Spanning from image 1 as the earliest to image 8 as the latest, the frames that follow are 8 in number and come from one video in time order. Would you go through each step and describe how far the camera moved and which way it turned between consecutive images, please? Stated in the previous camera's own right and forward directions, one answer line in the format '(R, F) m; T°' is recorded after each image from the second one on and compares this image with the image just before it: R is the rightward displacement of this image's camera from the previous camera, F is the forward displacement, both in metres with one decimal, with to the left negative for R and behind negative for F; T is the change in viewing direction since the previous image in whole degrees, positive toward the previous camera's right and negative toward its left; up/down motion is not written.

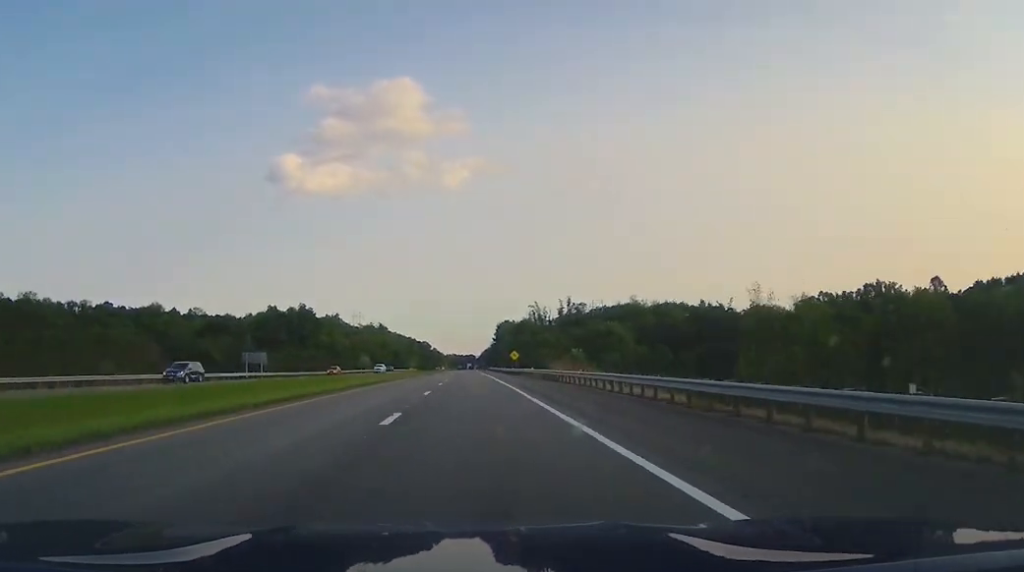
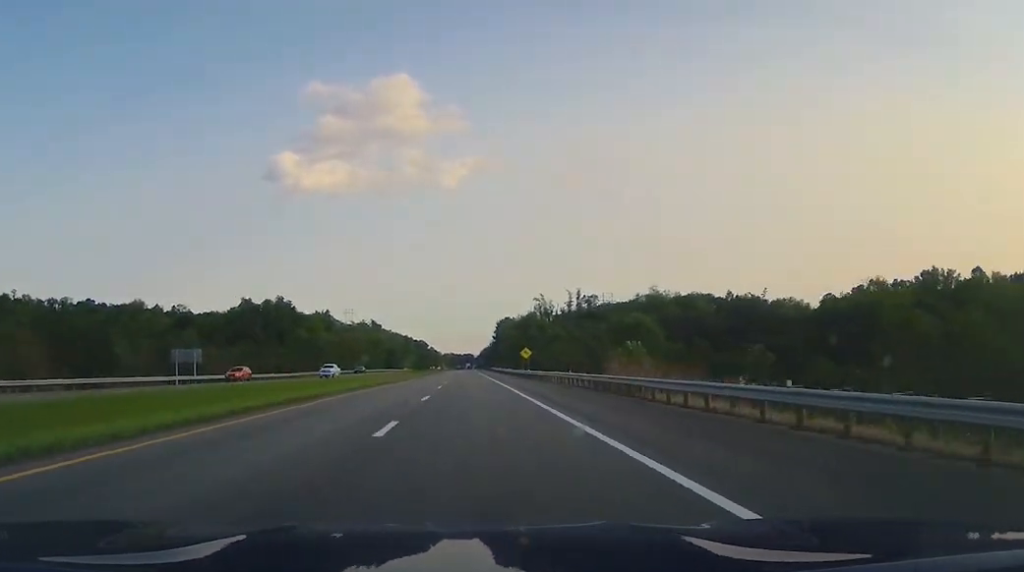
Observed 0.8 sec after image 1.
(+0.1, +25.9) m; 0°
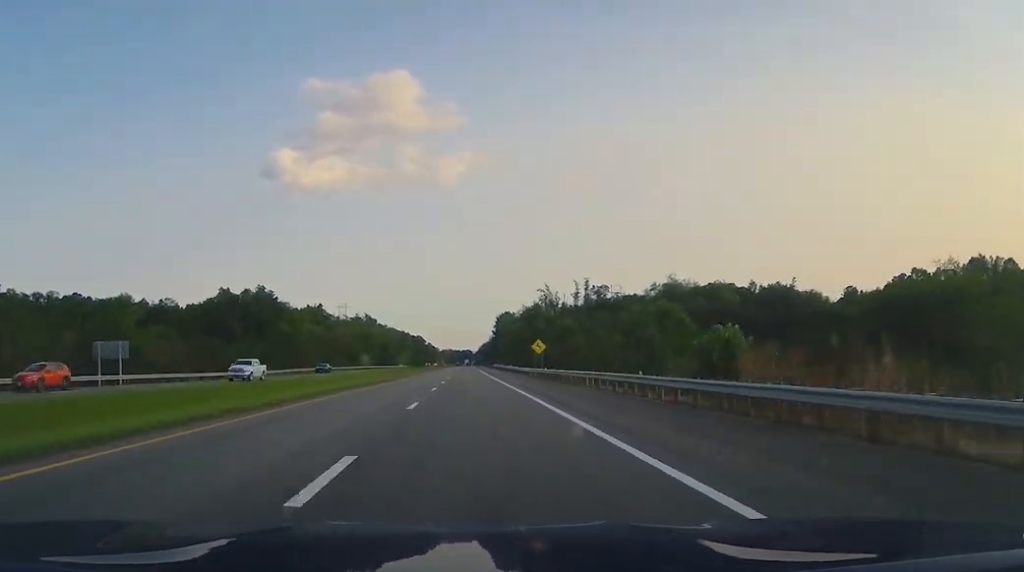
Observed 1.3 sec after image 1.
(0.0, +18.0) m; 0°
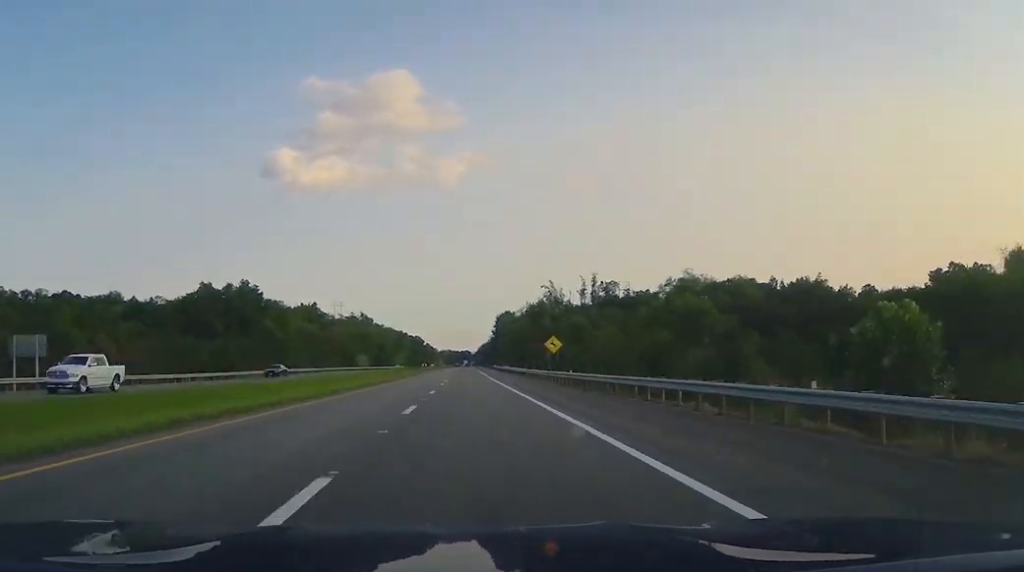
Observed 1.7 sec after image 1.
(0.0, +13.6) m; 0°
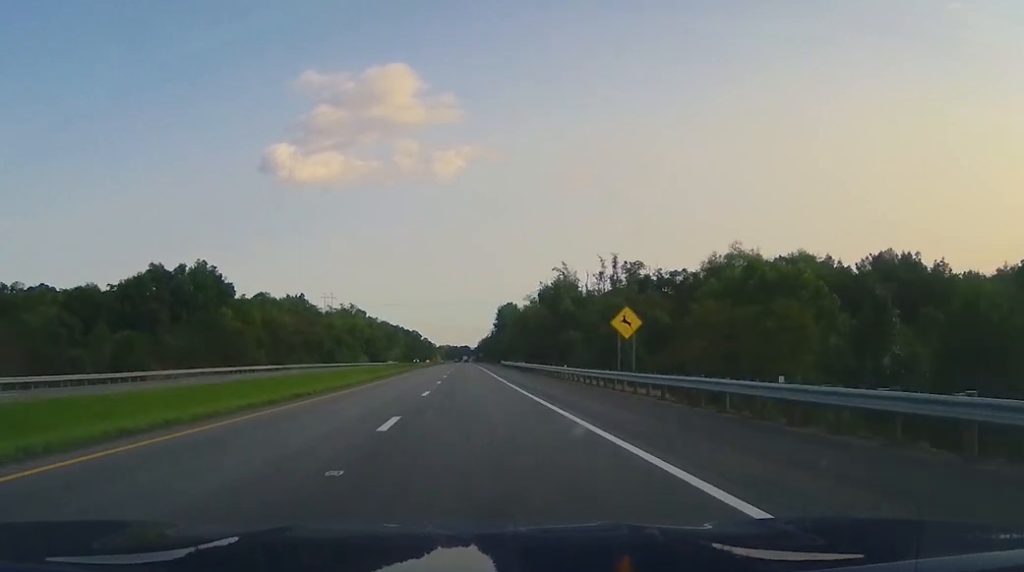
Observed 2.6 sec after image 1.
(0.0, +29.5) m; 0°
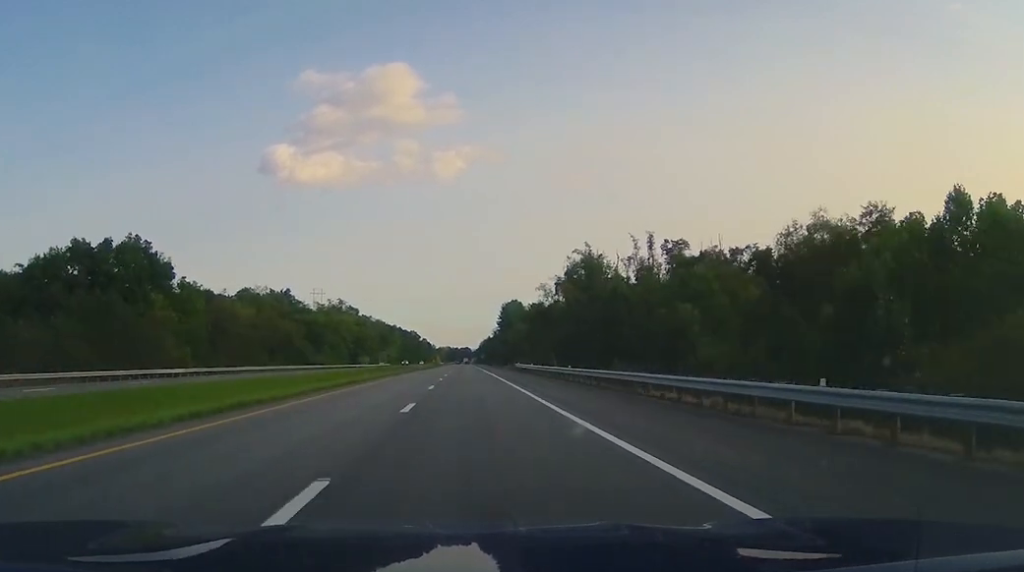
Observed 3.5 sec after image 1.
(+0.1, +32.9) m; 0°
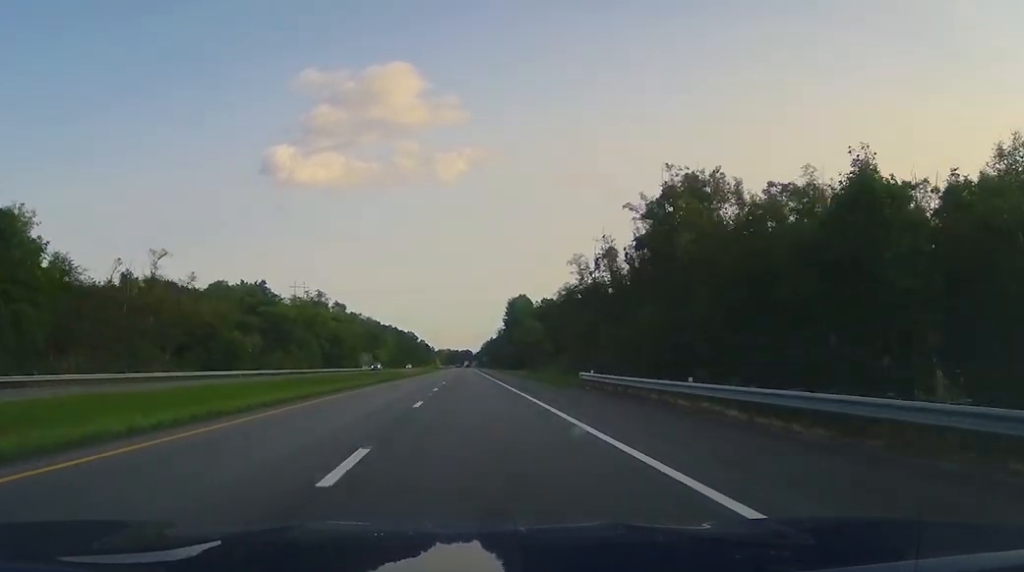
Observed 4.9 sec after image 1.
(0.0, +46.1) m; 0°
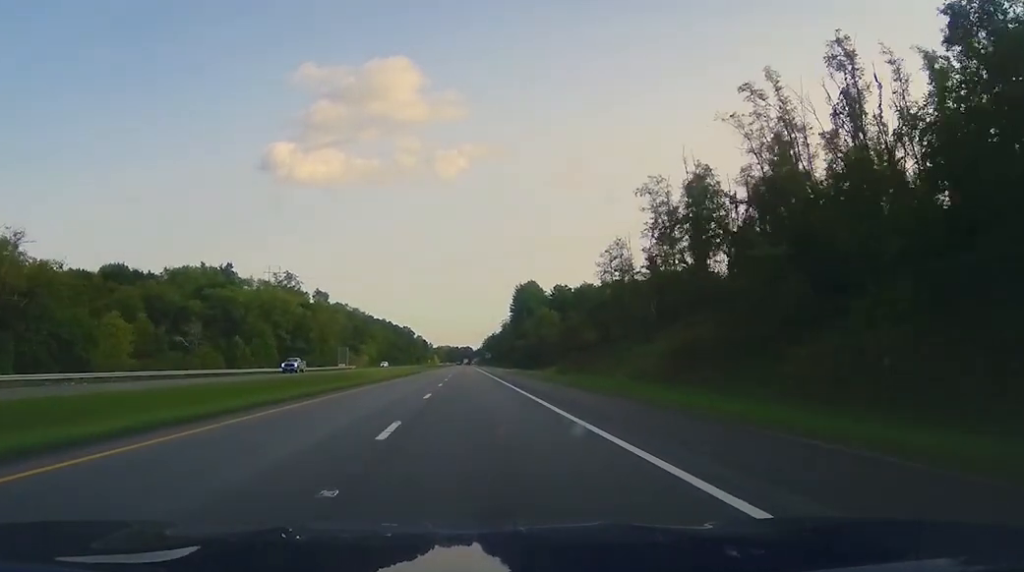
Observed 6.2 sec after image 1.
(0.0, +44.8) m; -1°
